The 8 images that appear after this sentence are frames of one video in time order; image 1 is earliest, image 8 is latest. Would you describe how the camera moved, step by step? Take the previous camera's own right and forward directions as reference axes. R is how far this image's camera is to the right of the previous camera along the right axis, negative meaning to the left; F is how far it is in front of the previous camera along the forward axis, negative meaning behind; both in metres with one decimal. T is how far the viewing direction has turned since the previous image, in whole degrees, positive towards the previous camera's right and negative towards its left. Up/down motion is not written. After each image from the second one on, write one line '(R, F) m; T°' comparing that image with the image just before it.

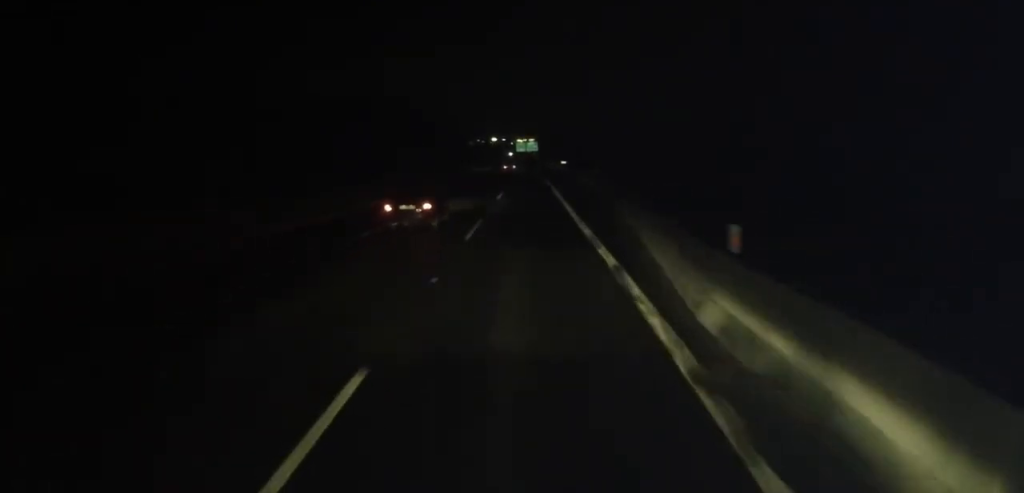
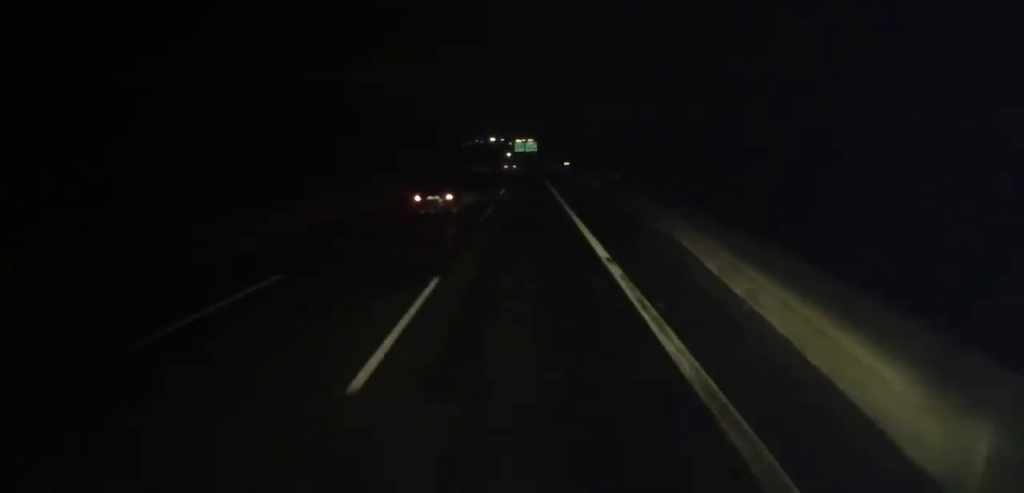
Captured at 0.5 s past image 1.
(-0.1, +12.1) m; 0°
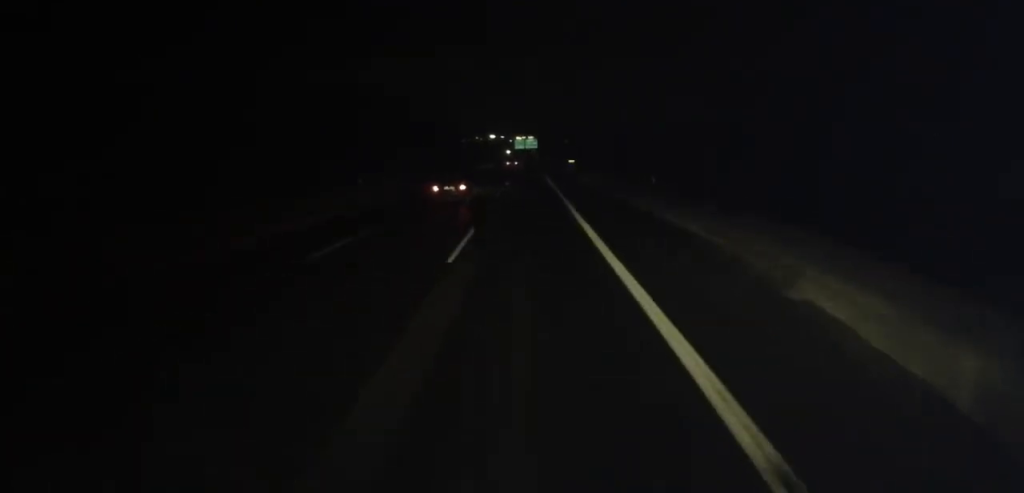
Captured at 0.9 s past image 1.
(+0.1, +10.5) m; 0°
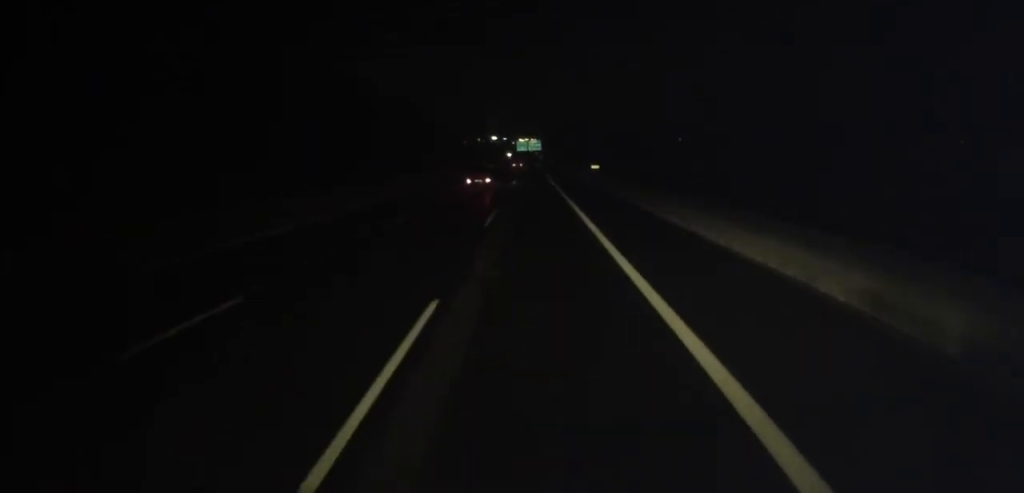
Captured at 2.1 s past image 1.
(-0.3, +28.0) m; -1°
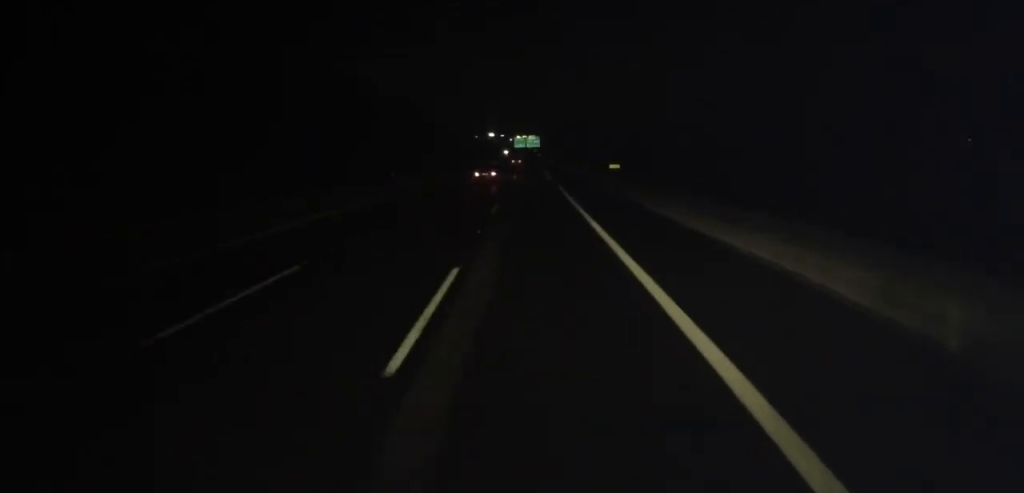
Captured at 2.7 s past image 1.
(-0.1, +15.1) m; 0°
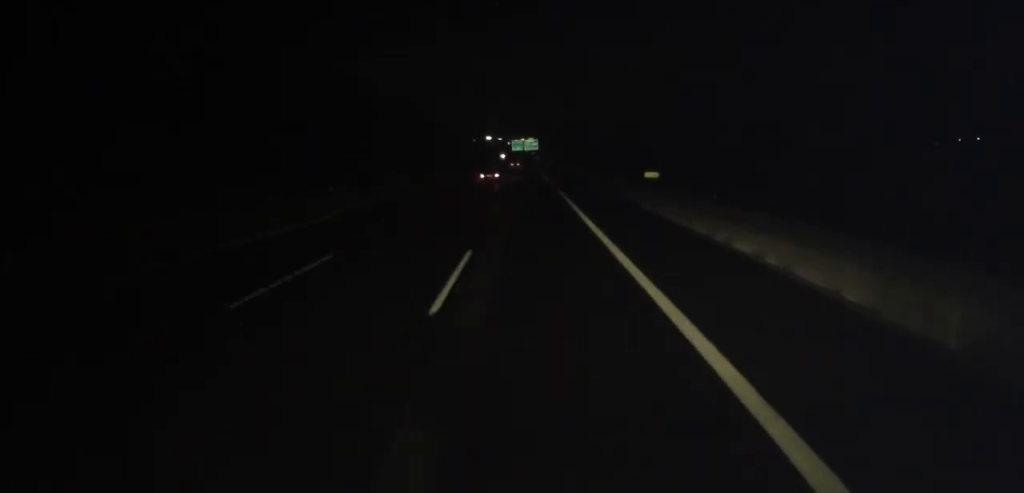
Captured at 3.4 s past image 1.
(+0.3, +15.1) m; +1°
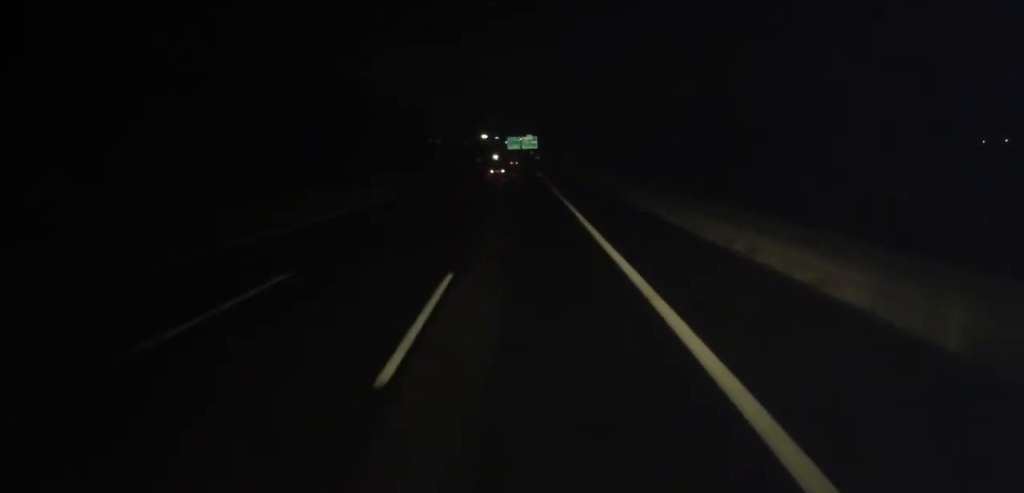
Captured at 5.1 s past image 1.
(-0.4, +41.9) m; -1°
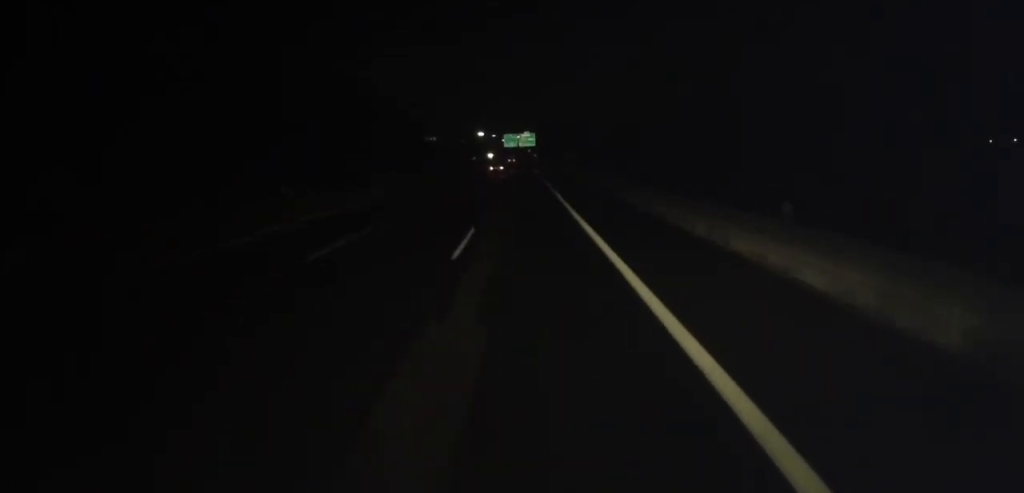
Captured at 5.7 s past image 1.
(0.0, +14.5) m; 0°
